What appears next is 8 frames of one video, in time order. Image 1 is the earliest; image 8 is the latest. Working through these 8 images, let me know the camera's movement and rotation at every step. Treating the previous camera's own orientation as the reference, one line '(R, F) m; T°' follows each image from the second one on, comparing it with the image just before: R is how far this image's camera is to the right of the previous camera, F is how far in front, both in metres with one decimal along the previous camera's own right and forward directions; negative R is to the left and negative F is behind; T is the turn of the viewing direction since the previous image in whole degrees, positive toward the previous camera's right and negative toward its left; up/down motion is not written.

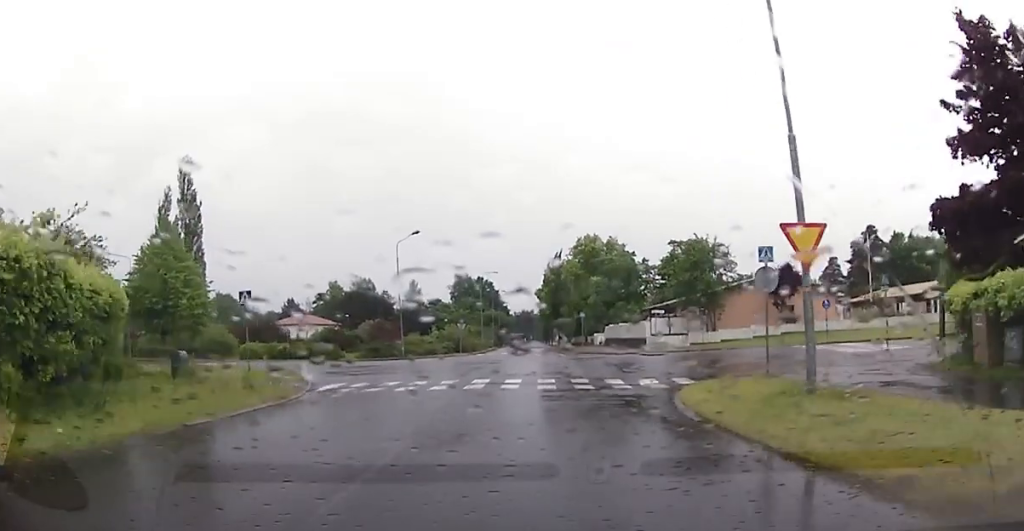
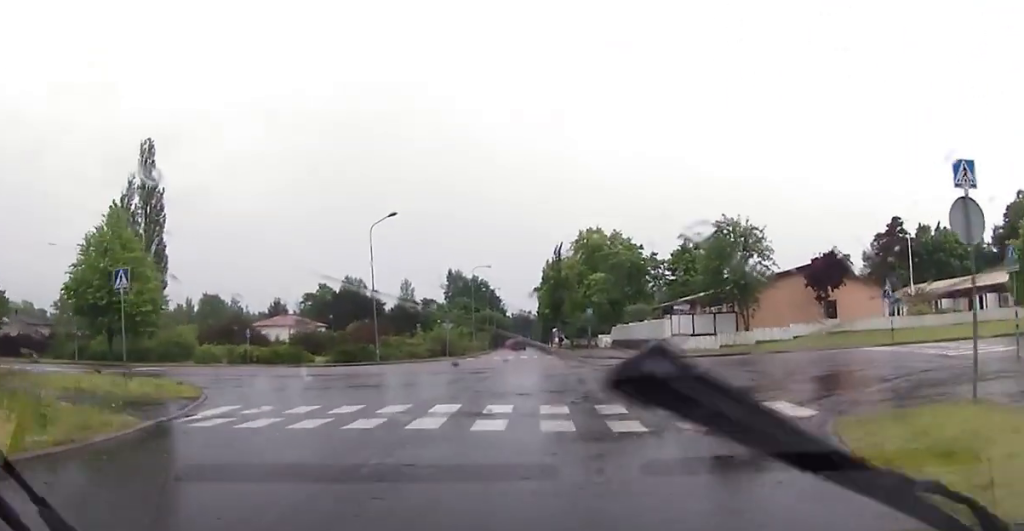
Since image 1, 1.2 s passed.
(+0.1, +8.8) m; -1°
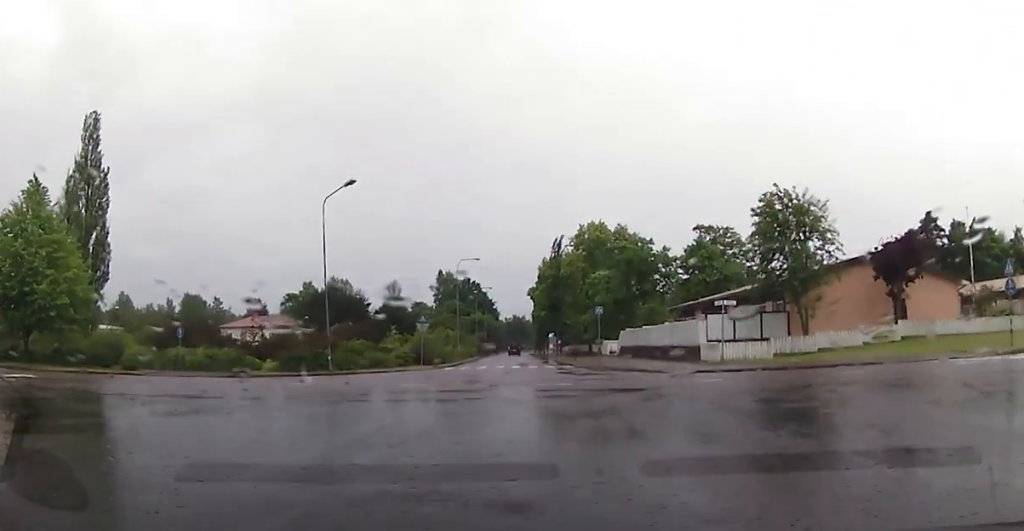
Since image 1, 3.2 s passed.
(-0.1, +10.8) m; -2°
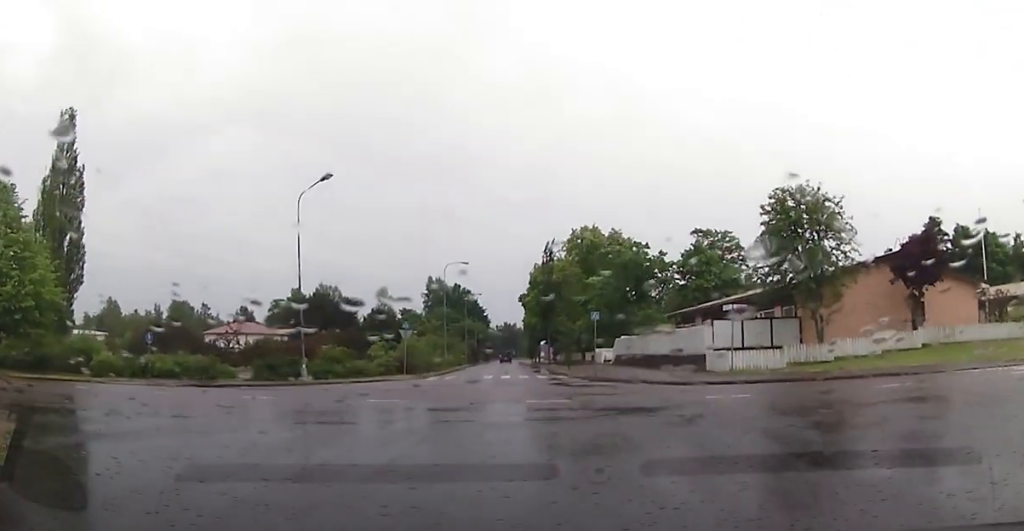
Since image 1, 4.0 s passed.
(0.0, +3.0) m; -2°
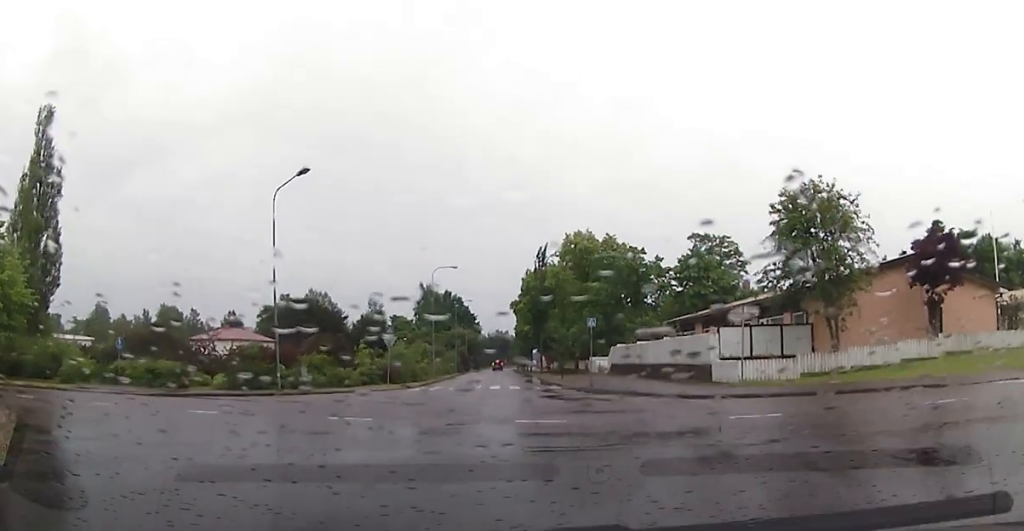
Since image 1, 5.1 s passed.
(-0.1, +2.9) m; +2°
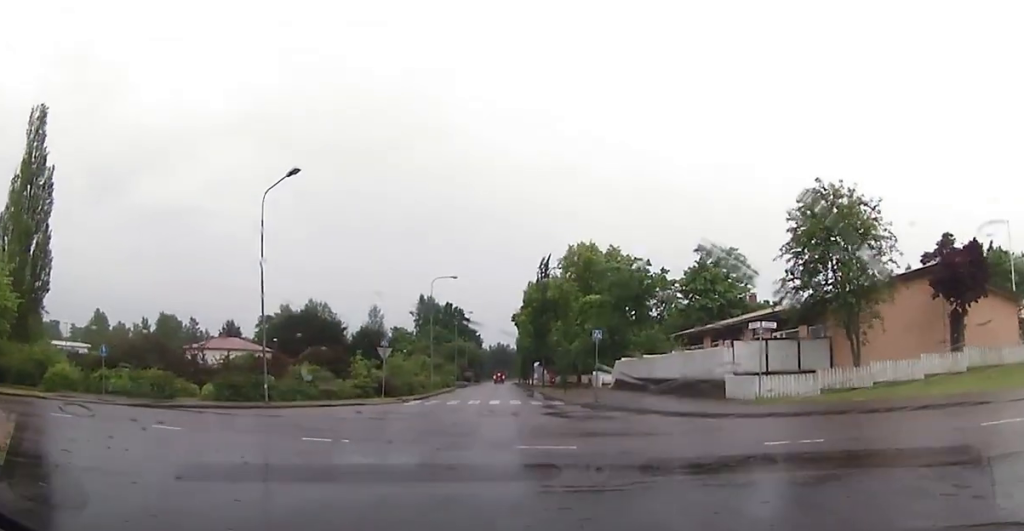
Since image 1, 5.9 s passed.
(+0.1, +2.2) m; 0°
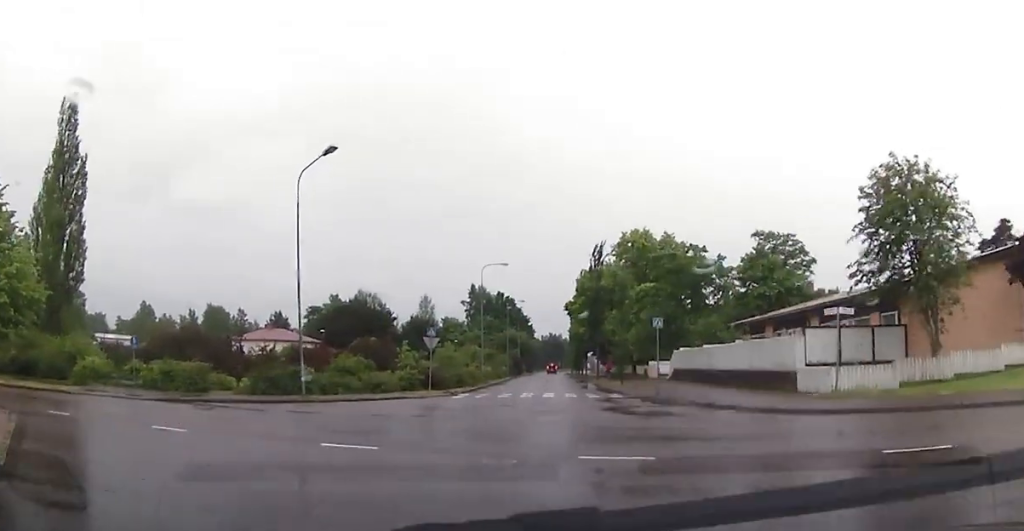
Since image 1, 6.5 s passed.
(+0.1, +2.1) m; -10°
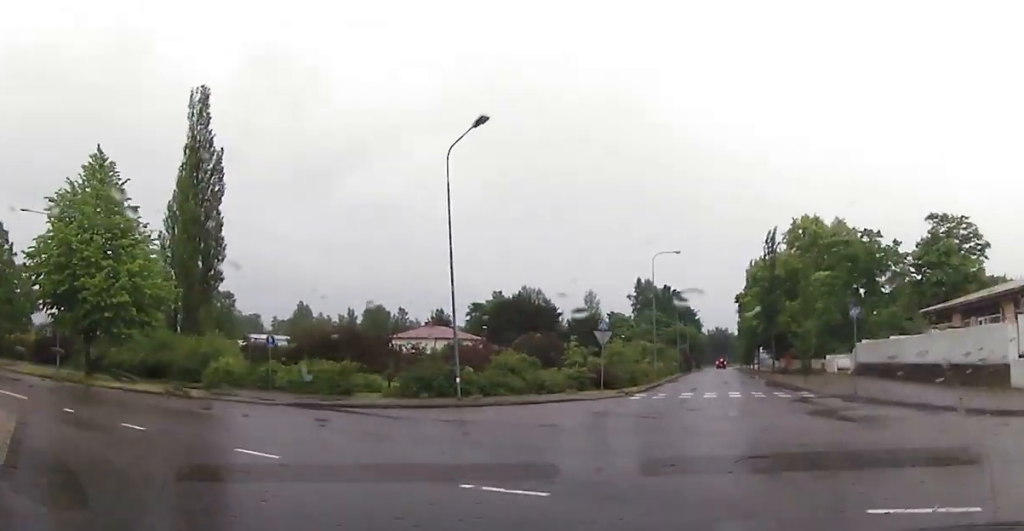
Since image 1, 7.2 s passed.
(-0.6, +3.2) m; -14°
